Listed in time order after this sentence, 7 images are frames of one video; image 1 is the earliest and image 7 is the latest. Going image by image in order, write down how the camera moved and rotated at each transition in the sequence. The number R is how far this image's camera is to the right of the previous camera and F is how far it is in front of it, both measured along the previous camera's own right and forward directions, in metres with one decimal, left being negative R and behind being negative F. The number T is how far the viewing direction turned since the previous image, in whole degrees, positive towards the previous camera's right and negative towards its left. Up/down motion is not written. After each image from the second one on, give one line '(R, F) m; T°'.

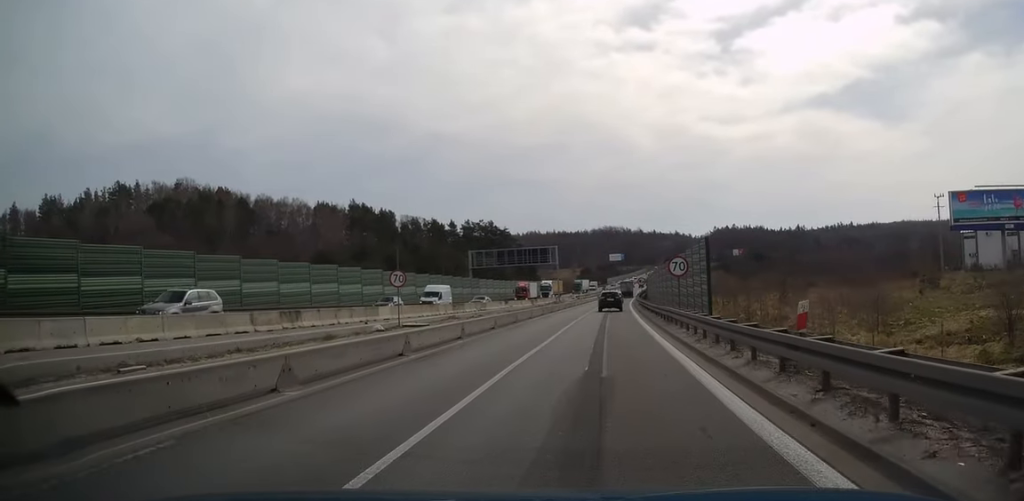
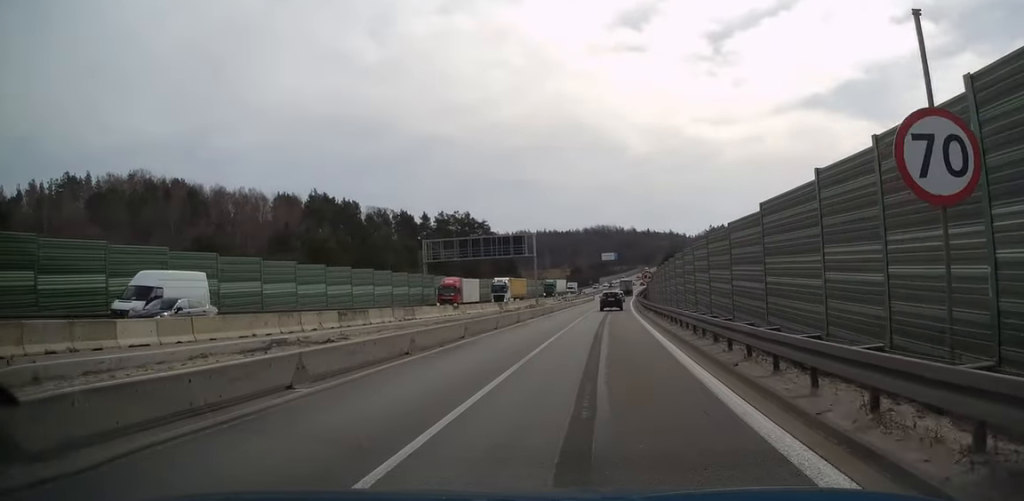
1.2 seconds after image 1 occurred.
(-0.1, +23.5) m; 0°
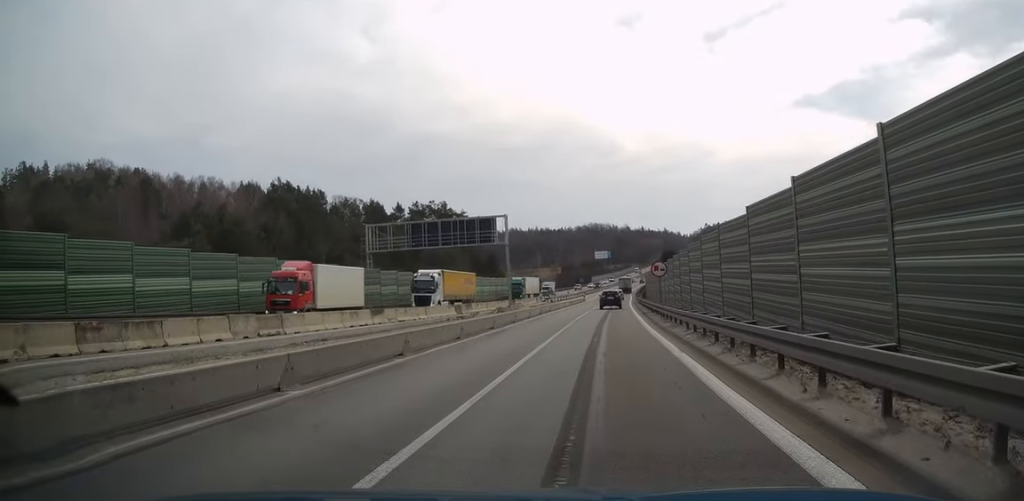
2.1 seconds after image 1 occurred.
(+0.3, +18.3) m; +1°
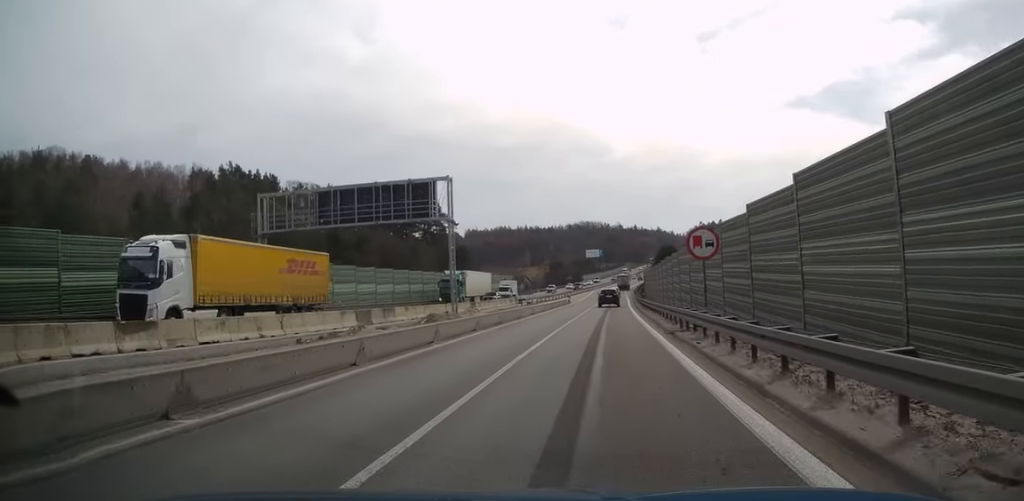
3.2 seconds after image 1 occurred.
(+0.1, +20.5) m; 0°
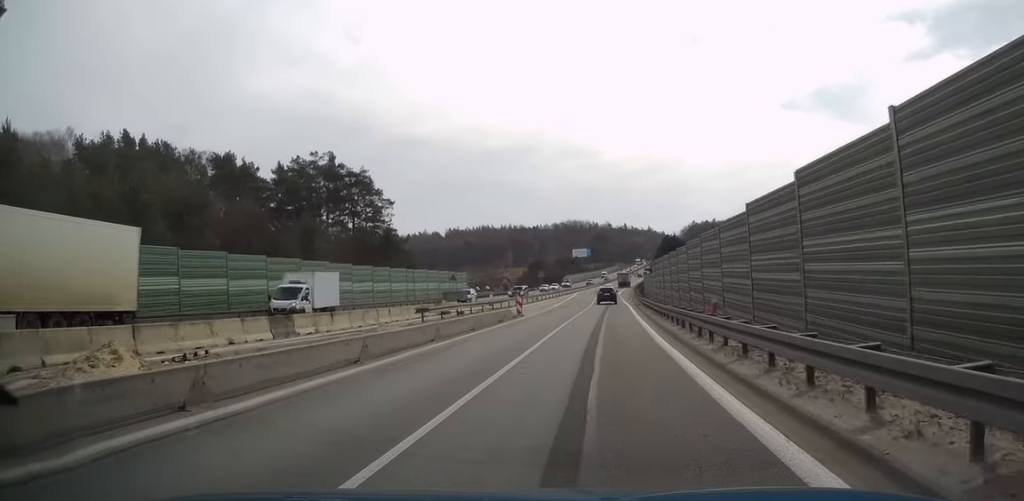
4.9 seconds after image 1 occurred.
(+0.3, +35.1) m; +1°
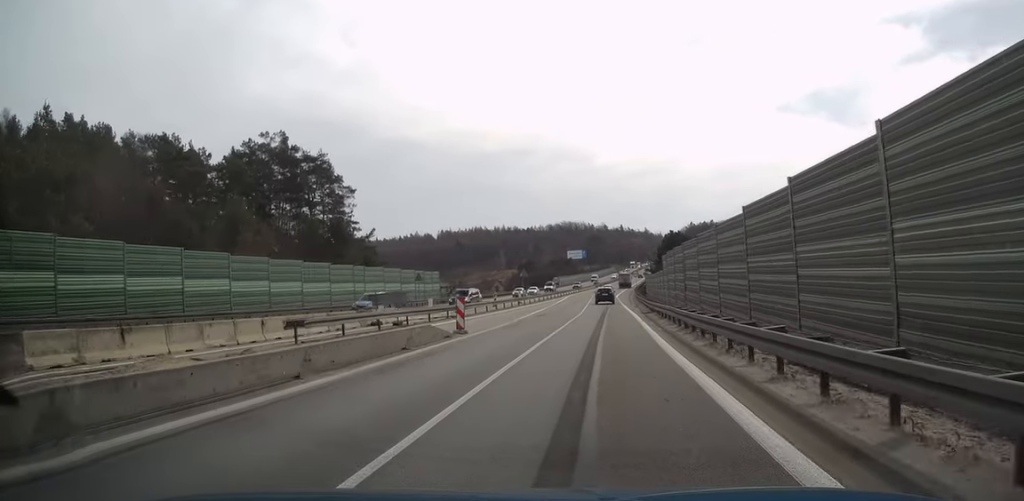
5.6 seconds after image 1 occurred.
(+0.1, +14.6) m; 0°
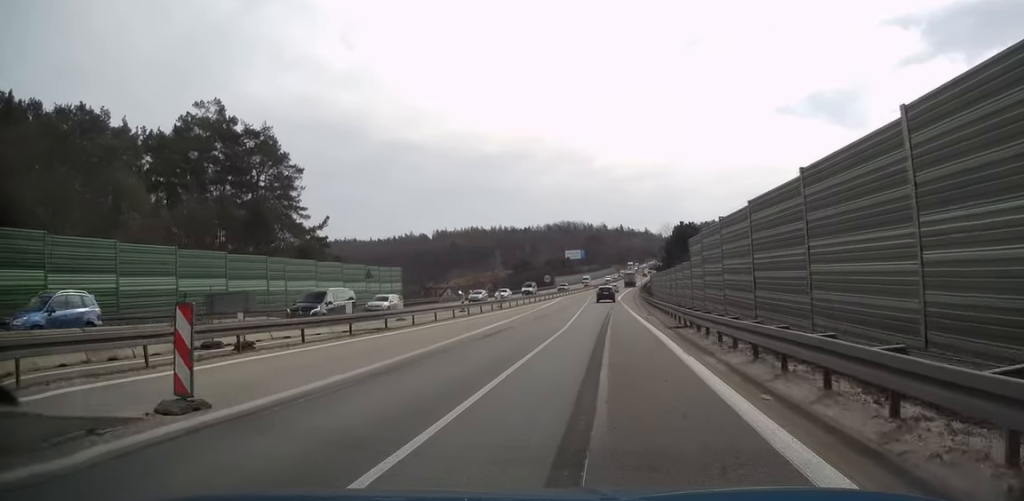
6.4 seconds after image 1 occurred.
(0.0, +15.7) m; 0°
